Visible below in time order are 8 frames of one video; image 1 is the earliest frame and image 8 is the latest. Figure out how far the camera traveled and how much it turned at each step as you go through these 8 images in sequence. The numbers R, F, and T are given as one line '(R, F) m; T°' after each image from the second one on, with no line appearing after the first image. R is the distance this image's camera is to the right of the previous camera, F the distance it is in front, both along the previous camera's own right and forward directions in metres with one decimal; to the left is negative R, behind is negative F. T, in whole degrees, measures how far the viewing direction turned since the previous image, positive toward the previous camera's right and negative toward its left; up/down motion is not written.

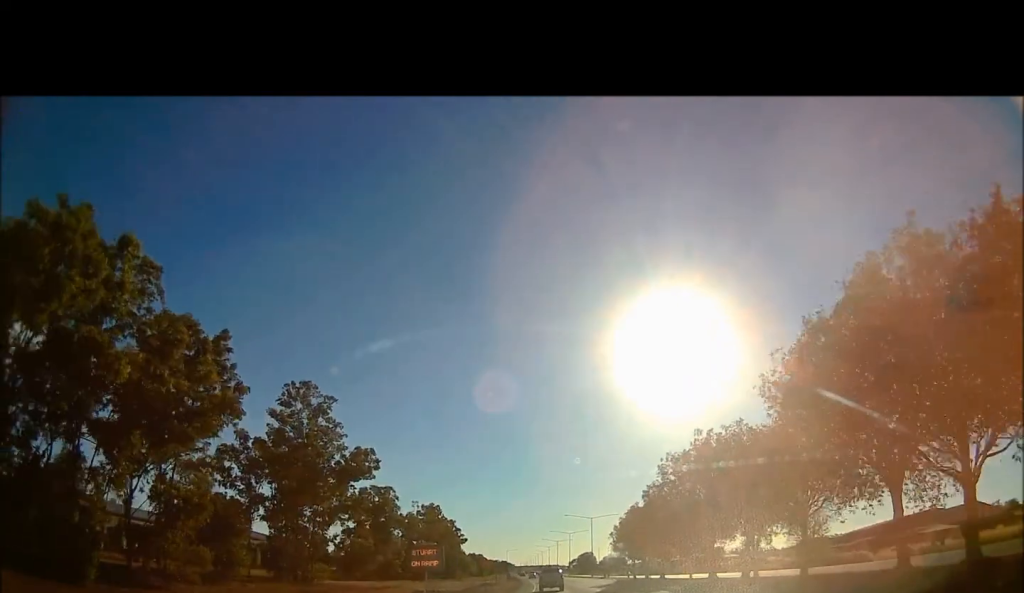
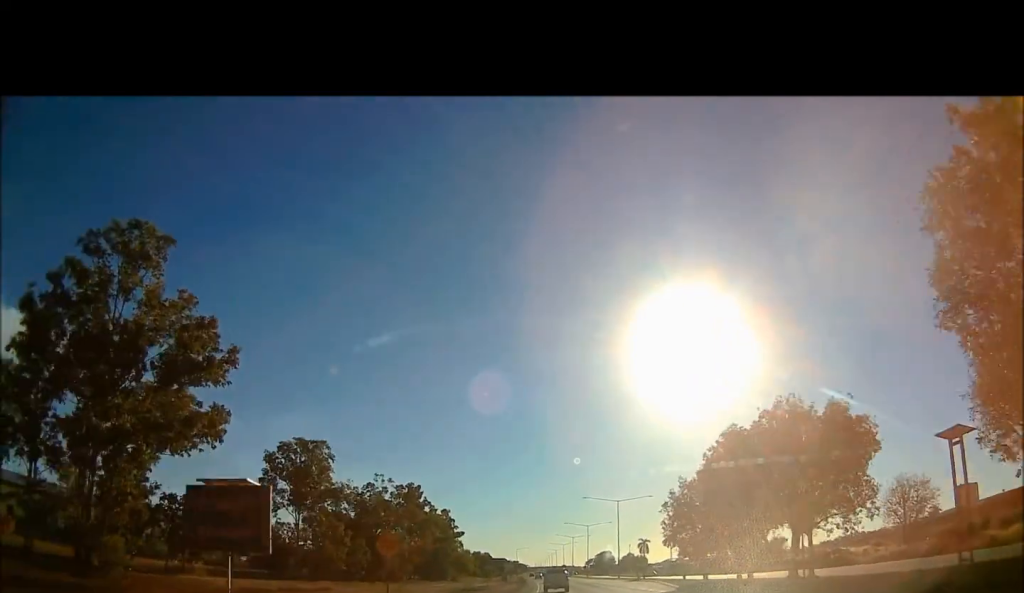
(-0.2, +26.8) m; 0°
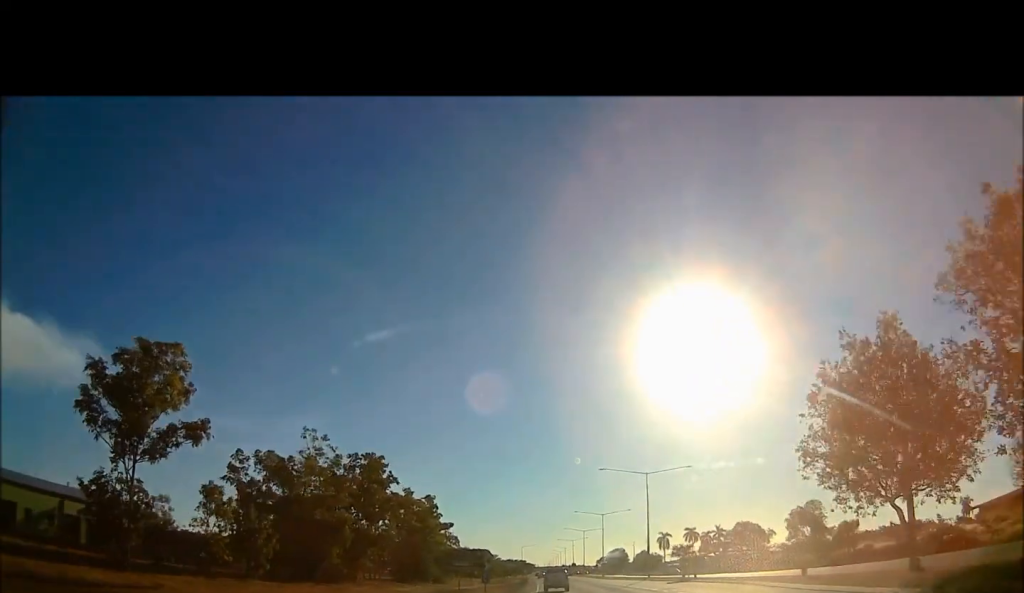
(+0.1, +23.9) m; +1°
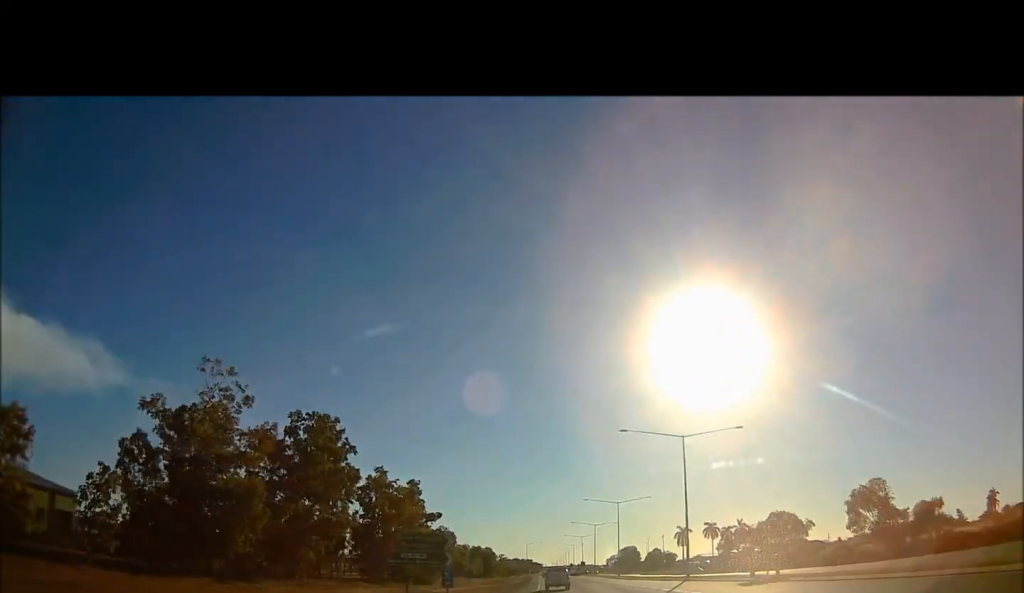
(0.0, +19.3) m; 0°
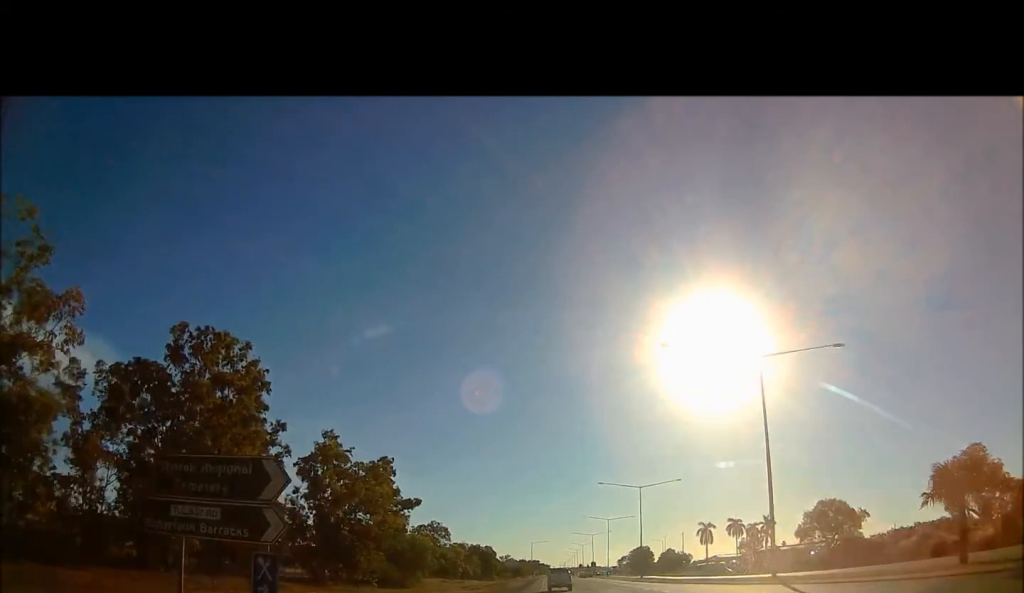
(-0.1, +21.7) m; -2°
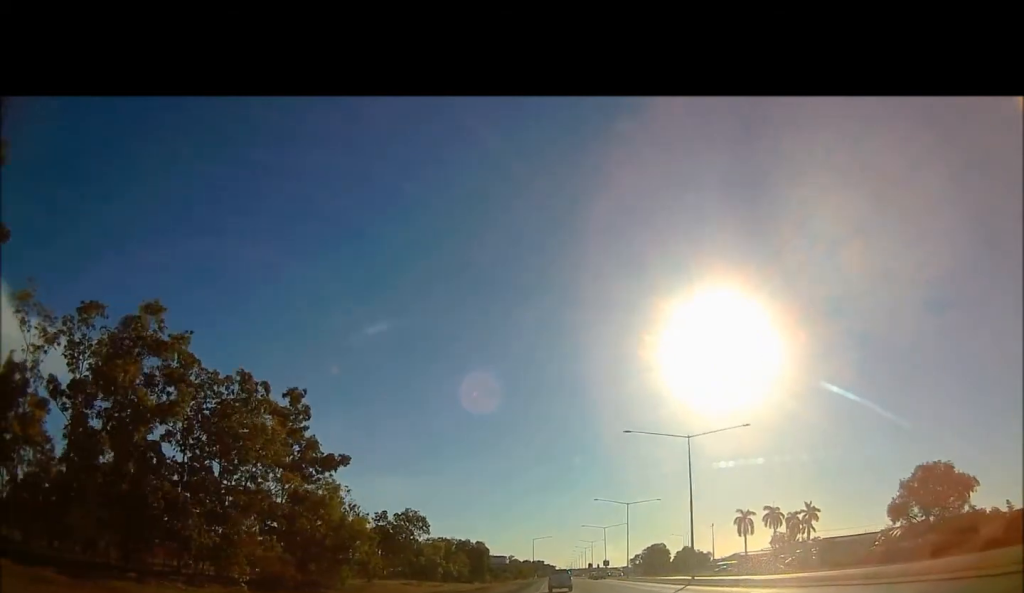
(-1.4, +32.6) m; -4°
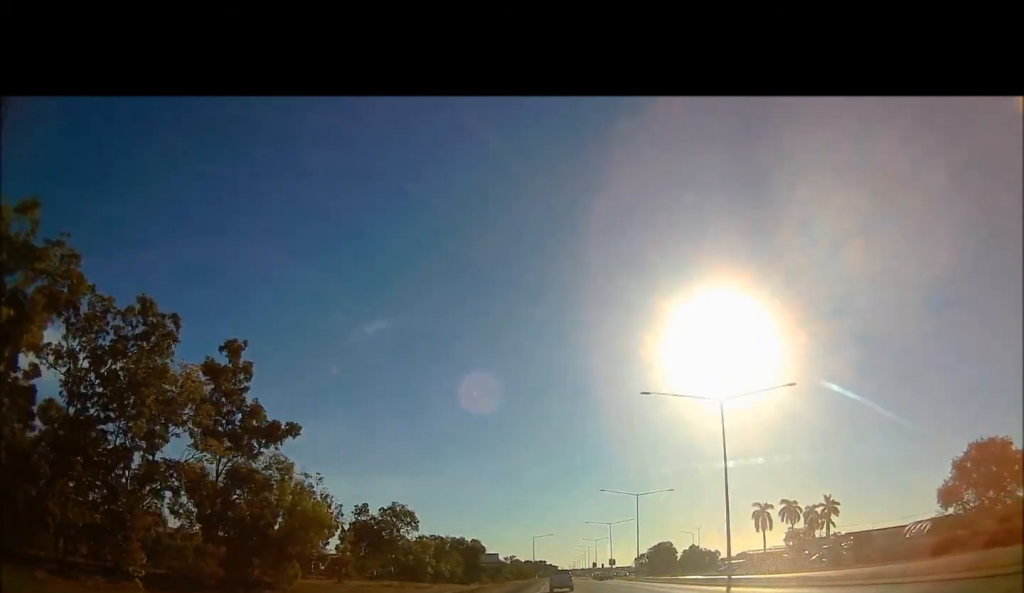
(-0.1, +11.2) m; -1°
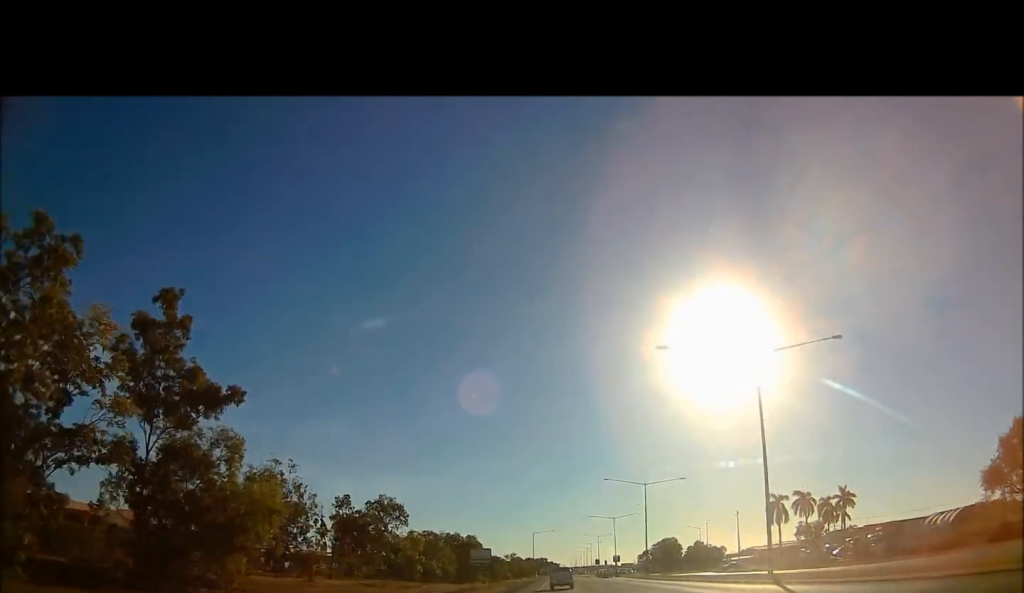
(0.0, +7.7) m; 0°
